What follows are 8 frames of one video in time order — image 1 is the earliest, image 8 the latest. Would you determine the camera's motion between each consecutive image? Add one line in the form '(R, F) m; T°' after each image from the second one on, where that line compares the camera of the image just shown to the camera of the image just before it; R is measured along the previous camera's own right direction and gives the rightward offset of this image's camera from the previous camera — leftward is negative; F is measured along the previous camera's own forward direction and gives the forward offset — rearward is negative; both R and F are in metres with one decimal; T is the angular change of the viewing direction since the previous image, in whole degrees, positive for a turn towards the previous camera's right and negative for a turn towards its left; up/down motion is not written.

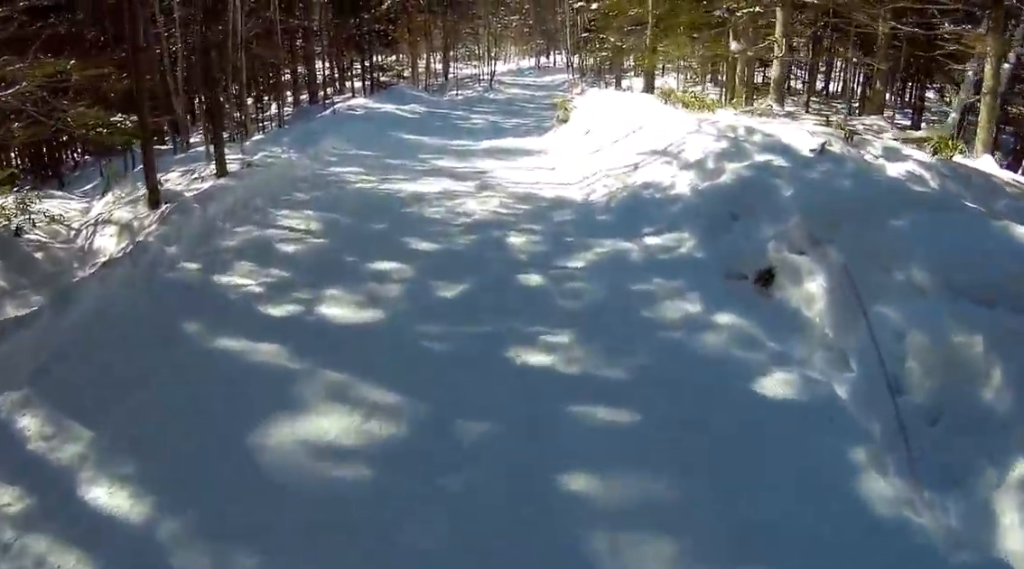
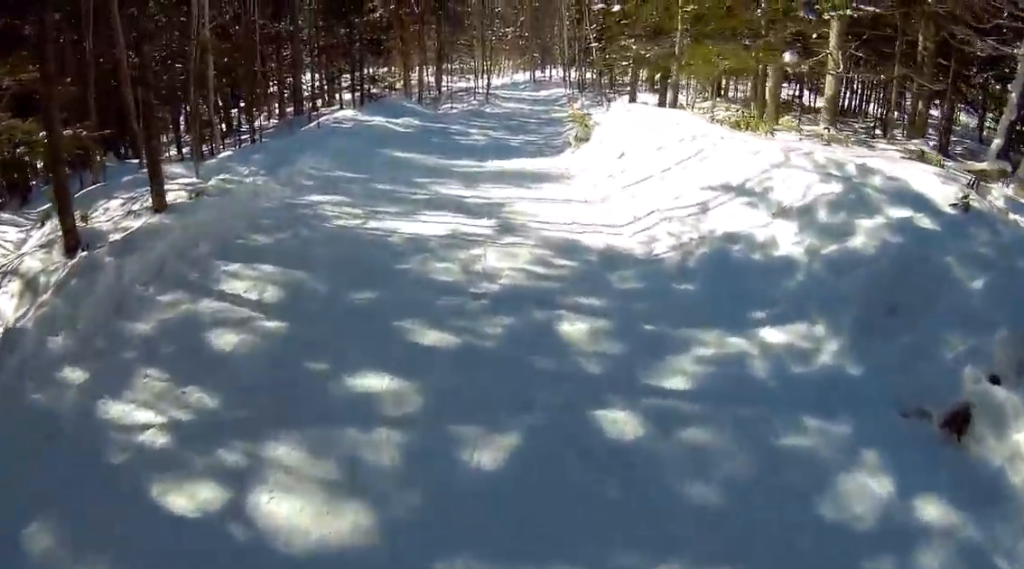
(0.0, +2.5) m; -5°
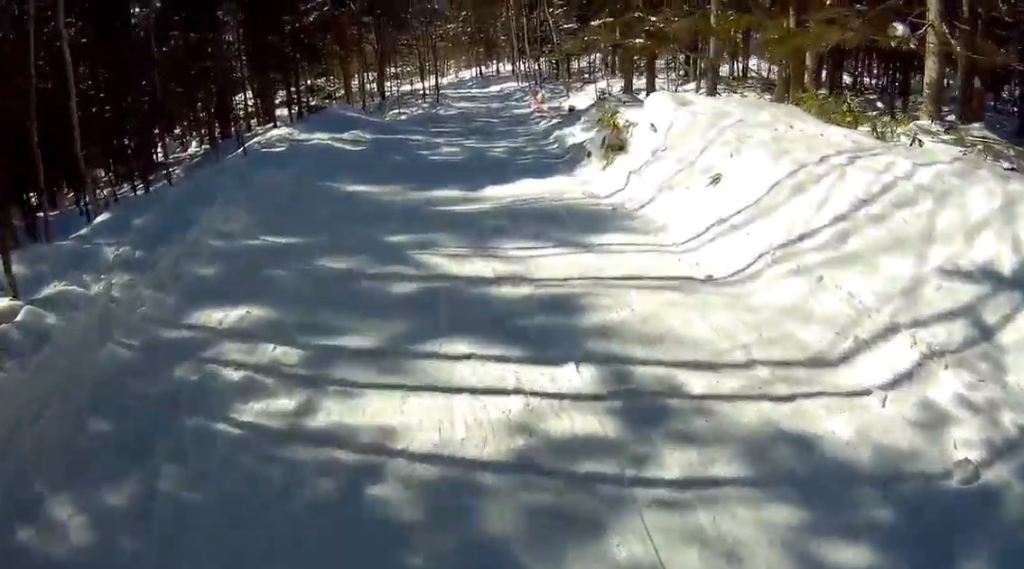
(-1.0, +4.4) m; -8°
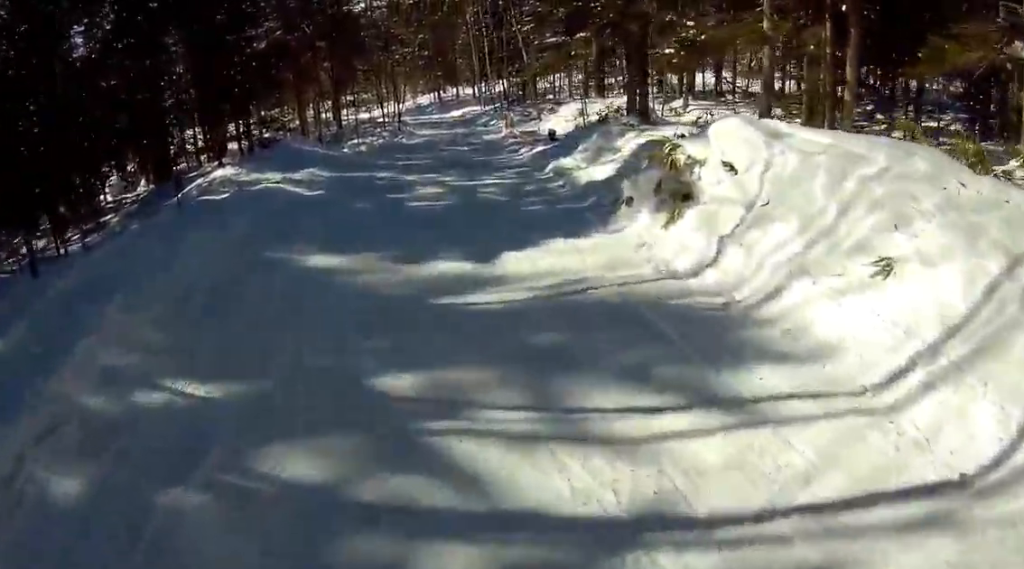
(+0.3, +3.1) m; +4°
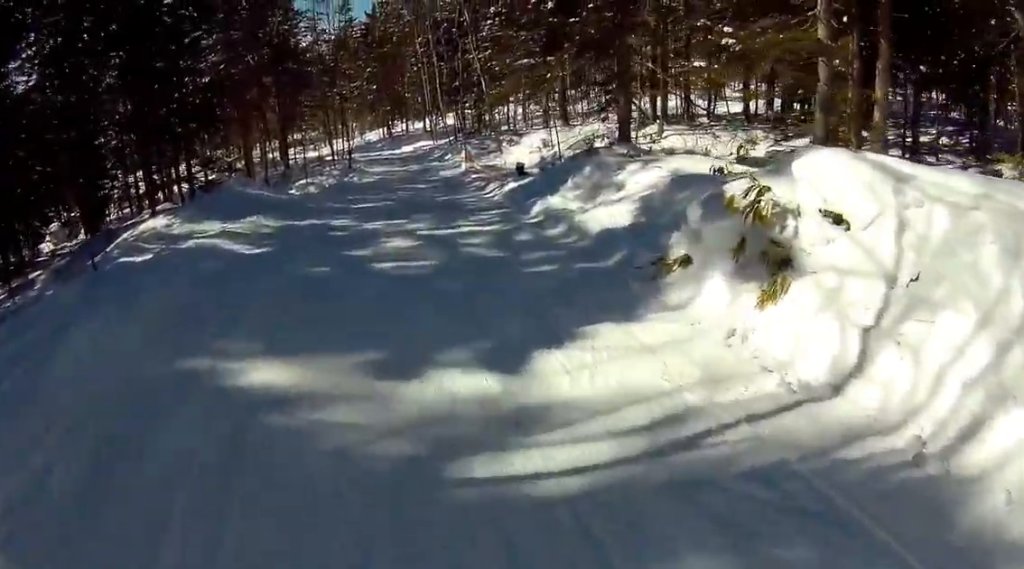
(+0.1, +2.5) m; +3°
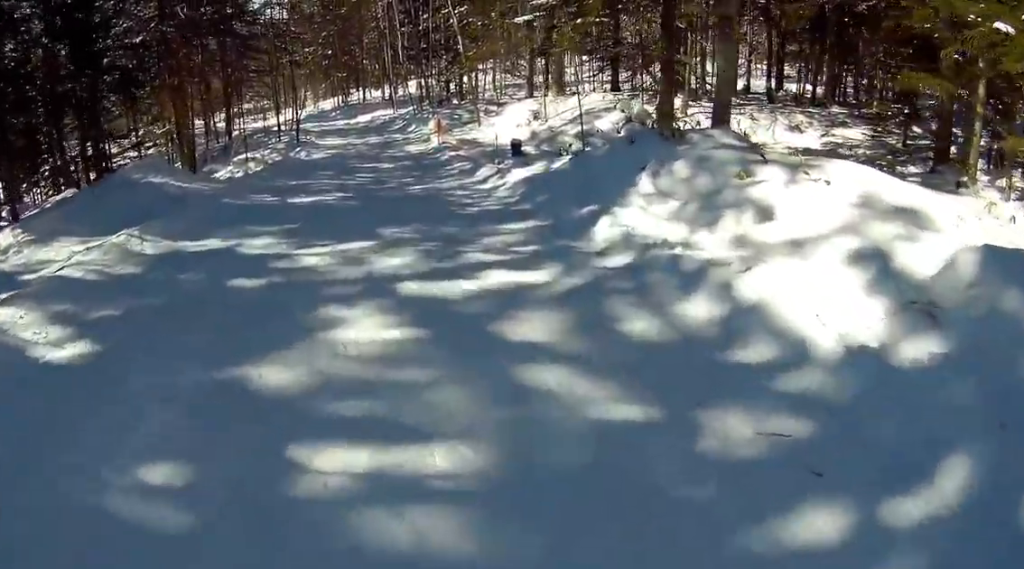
(+0.1, +6.0) m; +9°
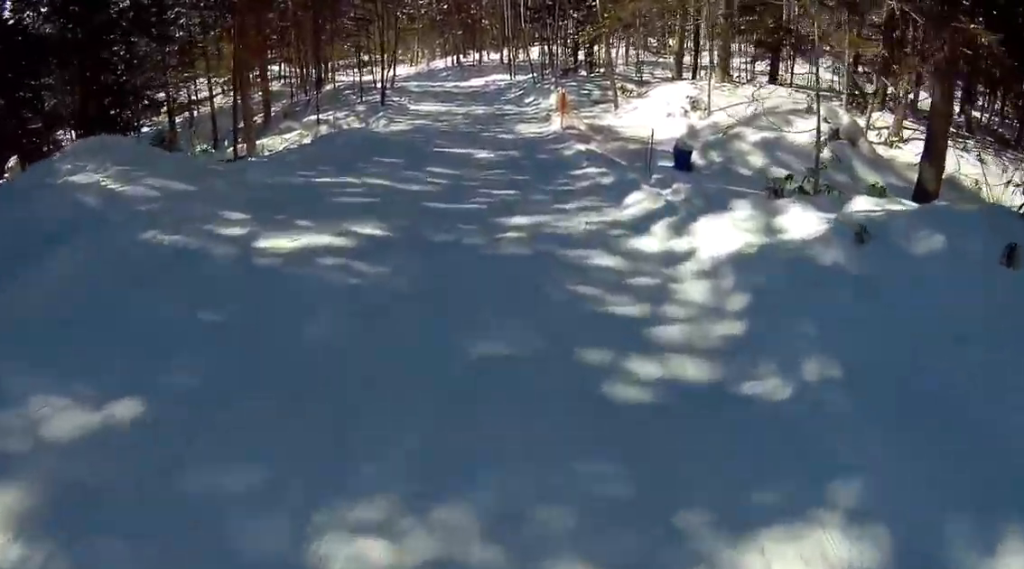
(+0.7, +6.8) m; -7°
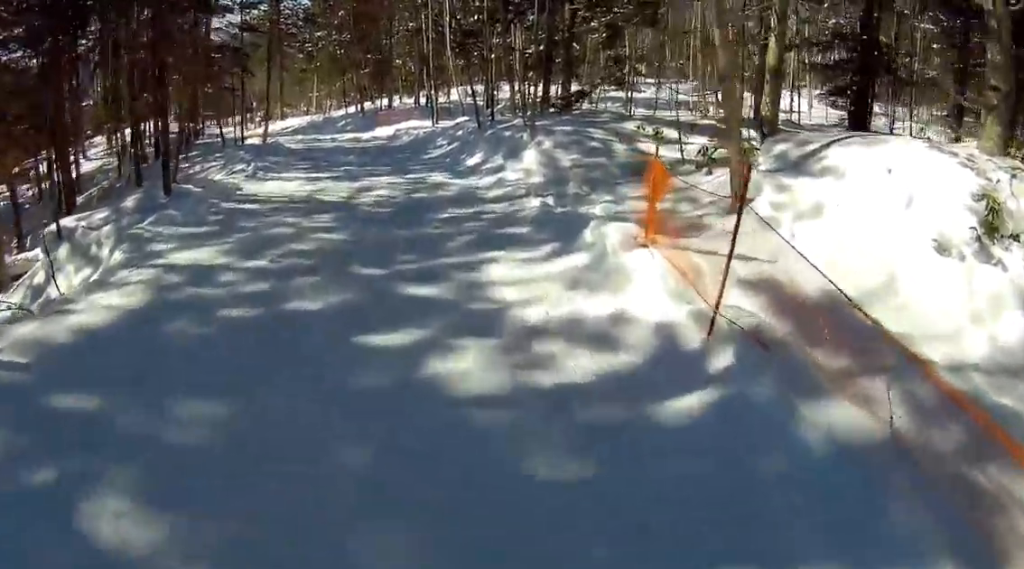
(+1.3, +14.8) m; +15°
